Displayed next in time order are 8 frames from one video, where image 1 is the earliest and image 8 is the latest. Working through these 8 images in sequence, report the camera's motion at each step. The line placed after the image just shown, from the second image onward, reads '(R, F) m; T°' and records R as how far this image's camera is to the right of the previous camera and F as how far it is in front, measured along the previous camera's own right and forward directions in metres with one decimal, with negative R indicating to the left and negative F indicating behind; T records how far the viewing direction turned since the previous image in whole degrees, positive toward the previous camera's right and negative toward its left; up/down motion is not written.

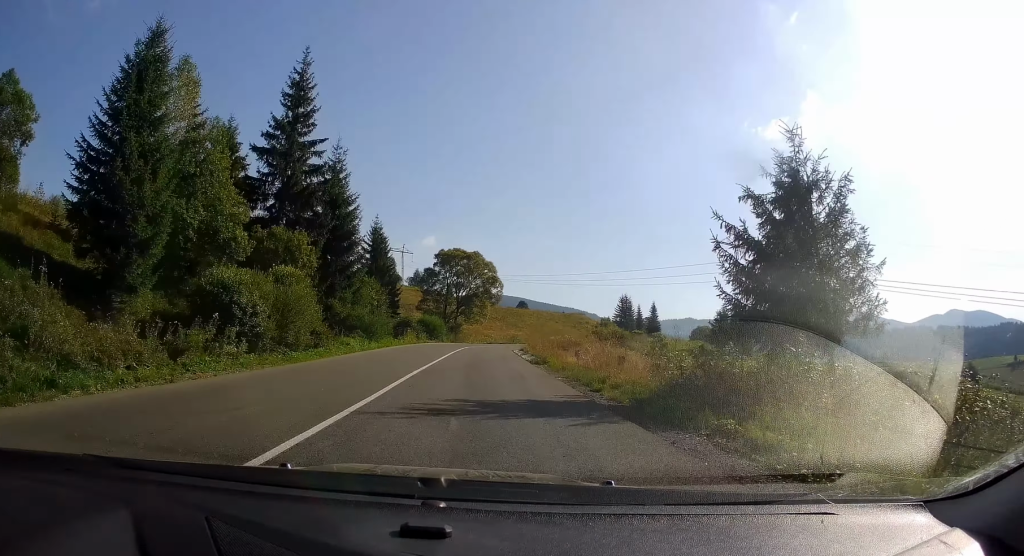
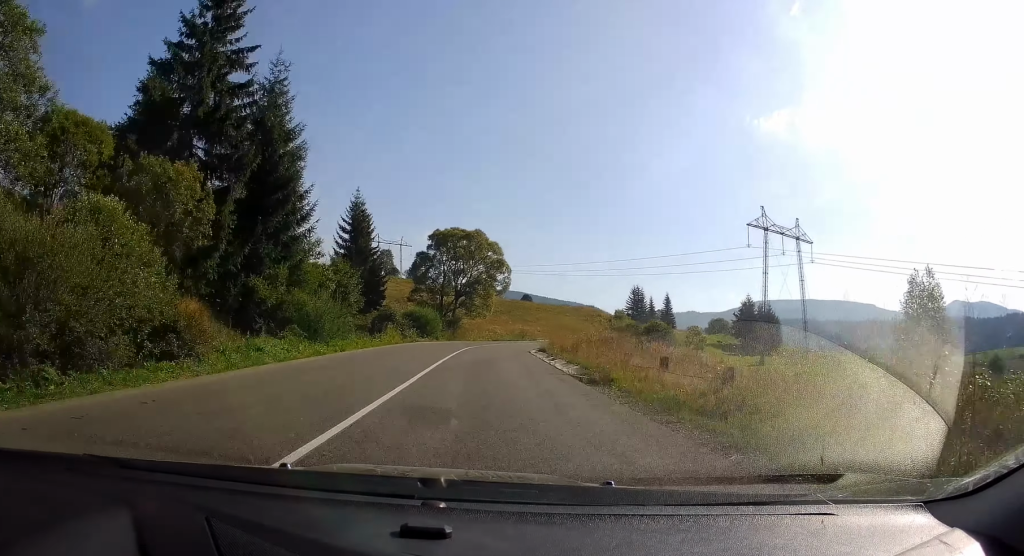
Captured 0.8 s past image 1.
(-0.1, +14.6) m; 0°
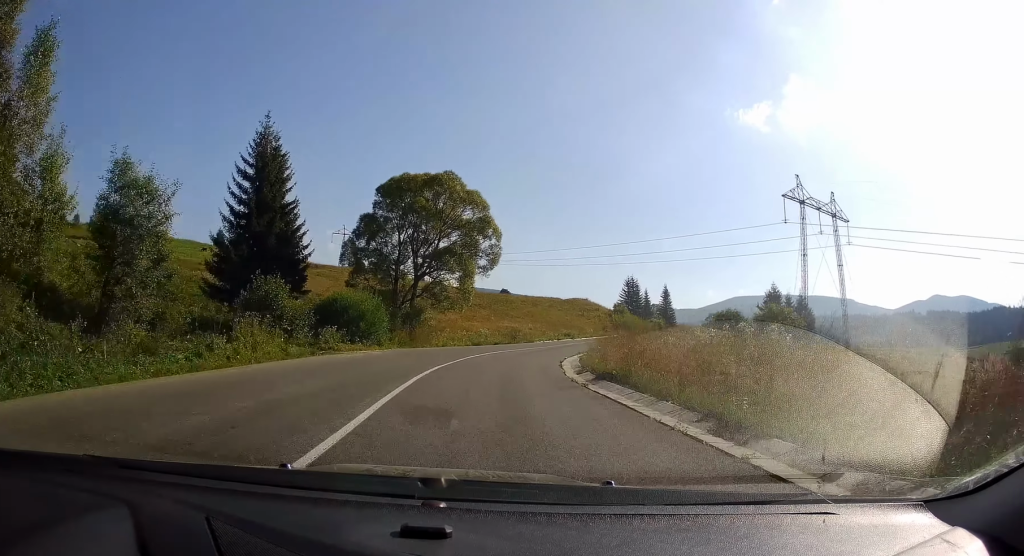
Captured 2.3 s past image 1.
(+0.8, +25.5) m; +7°
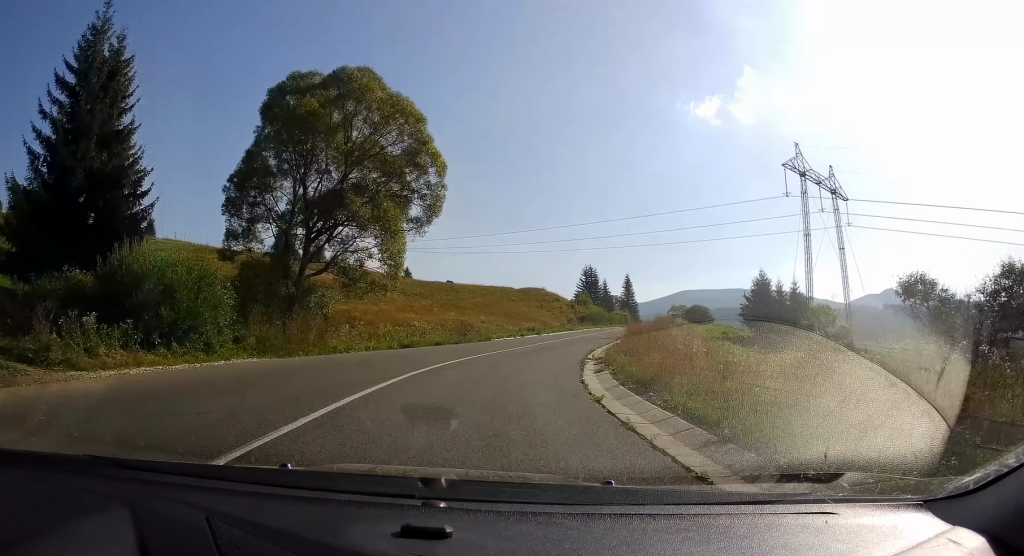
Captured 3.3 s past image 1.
(+1.0, +17.2) m; +5°
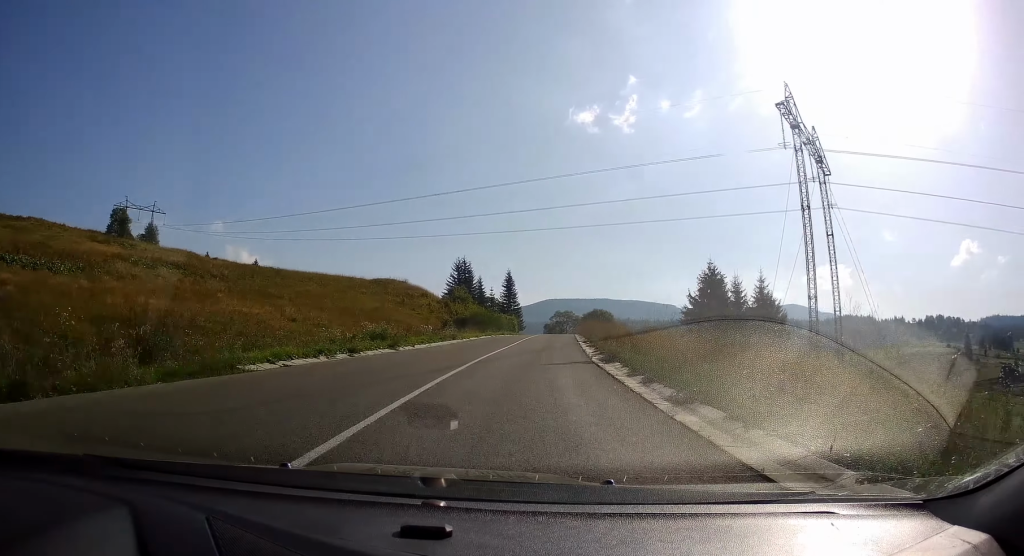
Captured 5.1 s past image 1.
(+1.8, +30.6) m; +9°
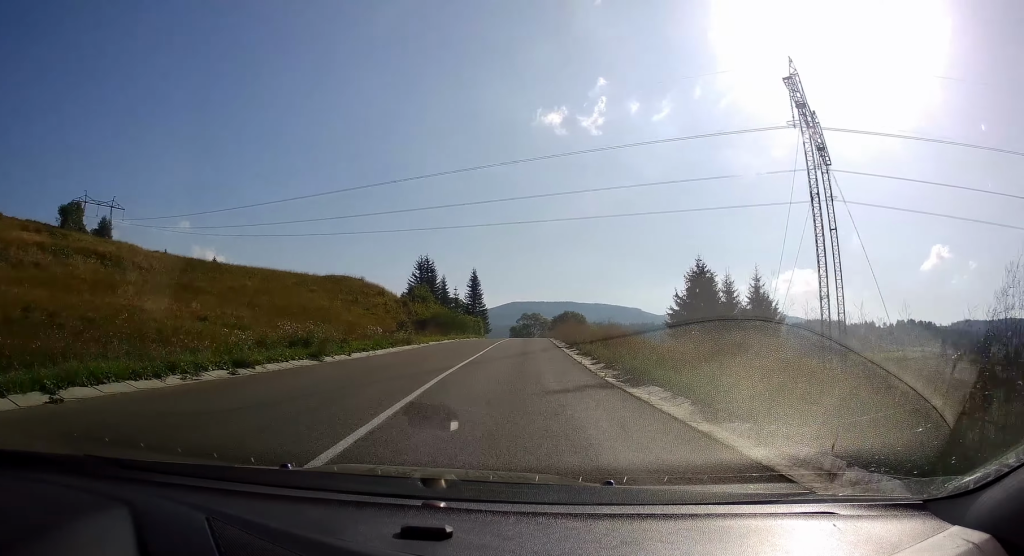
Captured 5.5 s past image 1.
(0.0, +7.8) m; +3°
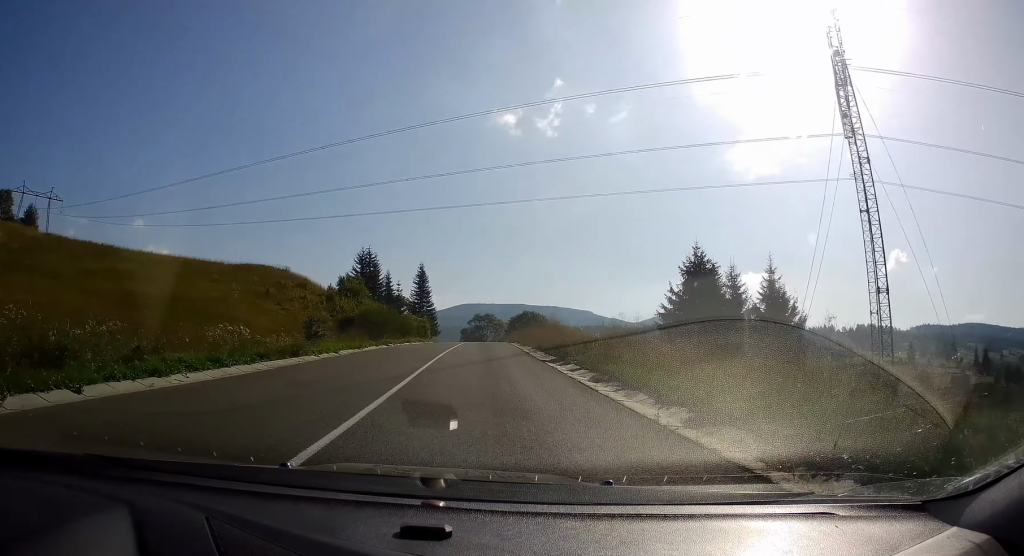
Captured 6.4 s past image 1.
(+0.9, +14.1) m; +6°
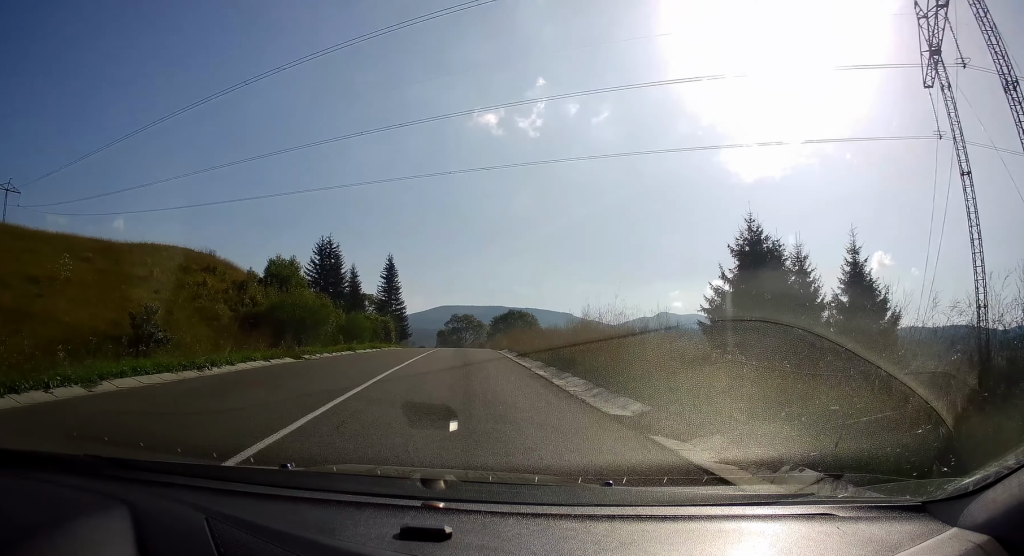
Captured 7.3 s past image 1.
(+1.0, +16.5) m; +1°
